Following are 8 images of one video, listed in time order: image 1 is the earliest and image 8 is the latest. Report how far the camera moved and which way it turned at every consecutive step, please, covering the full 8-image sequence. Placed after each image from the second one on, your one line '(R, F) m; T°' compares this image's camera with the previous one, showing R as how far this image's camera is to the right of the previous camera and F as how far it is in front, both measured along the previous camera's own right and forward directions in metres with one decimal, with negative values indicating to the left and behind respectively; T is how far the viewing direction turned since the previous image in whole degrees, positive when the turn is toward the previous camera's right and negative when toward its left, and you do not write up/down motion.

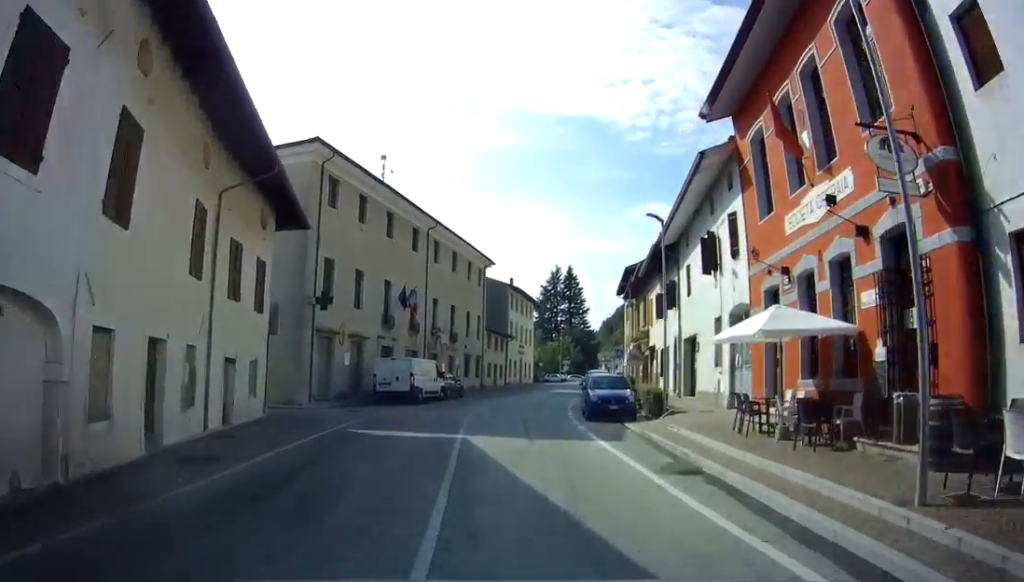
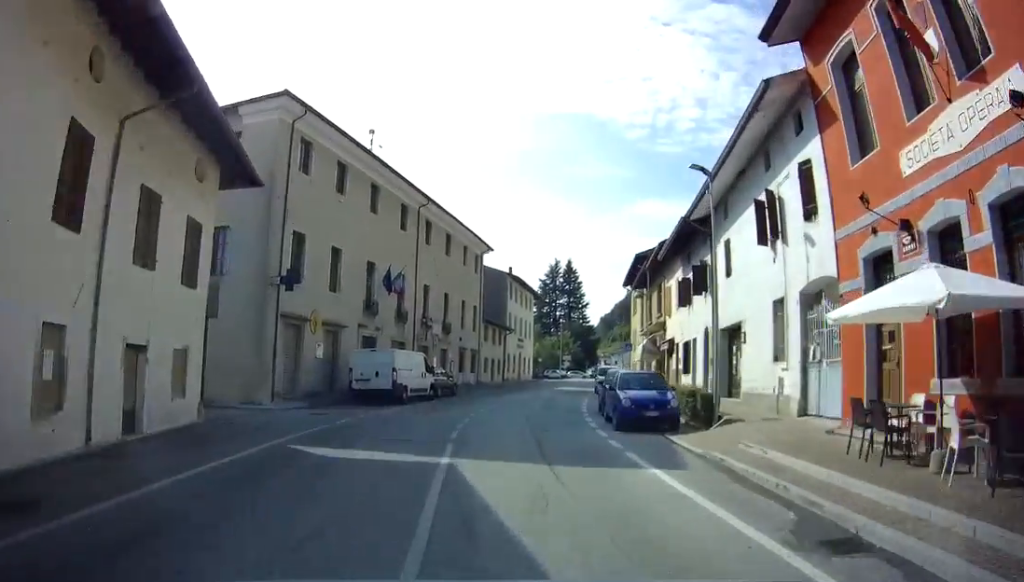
(-0.1, +4.7) m; +1°
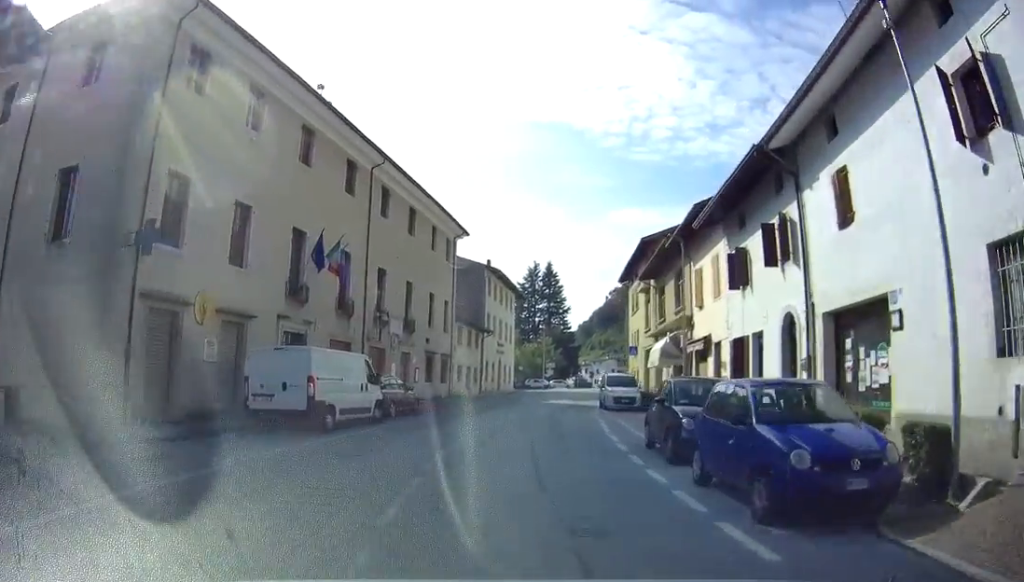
(+0.3, +8.9) m; +3°
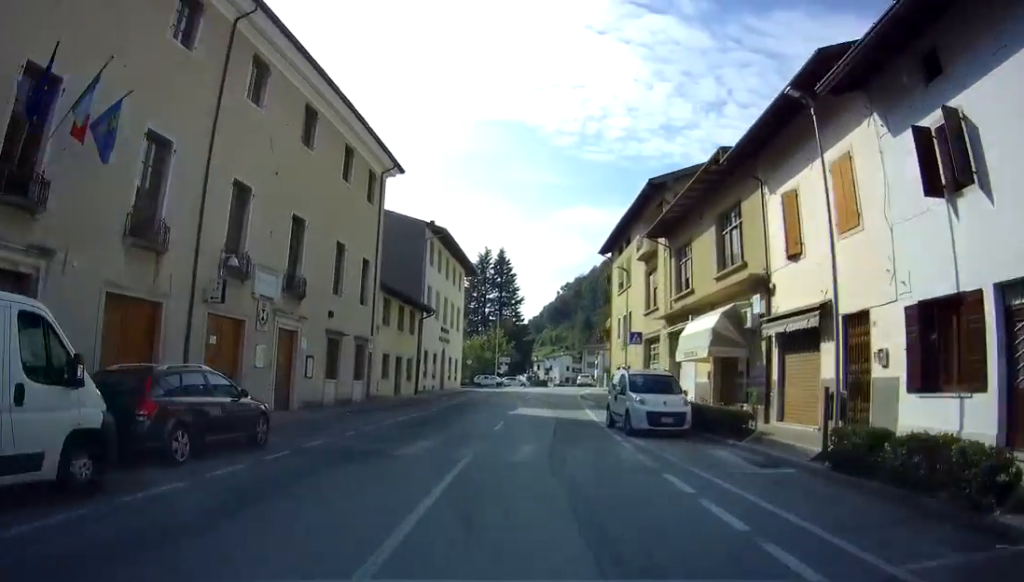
(+0.5, +12.6) m; +5°
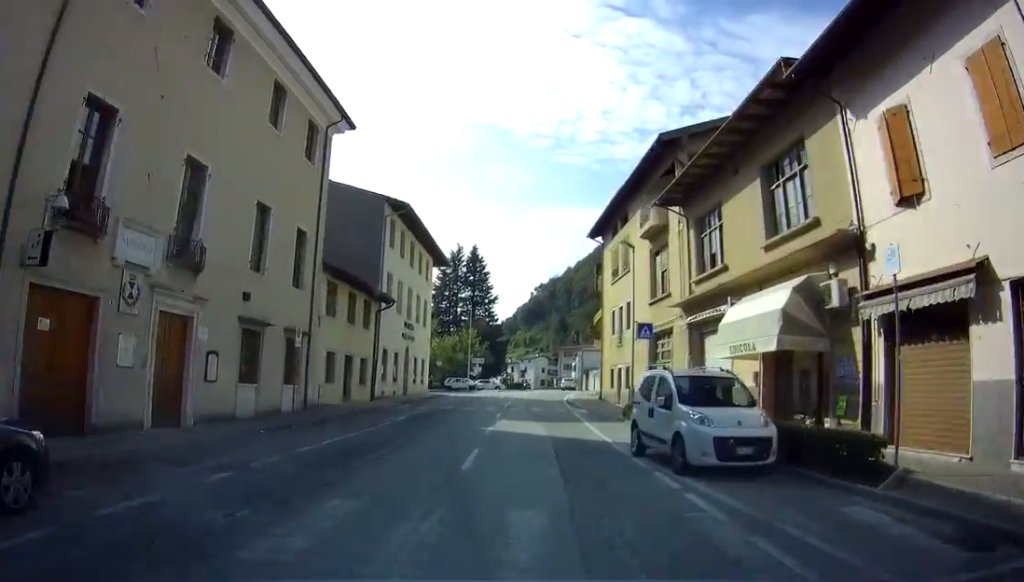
(+0.1, +6.0) m; +2°
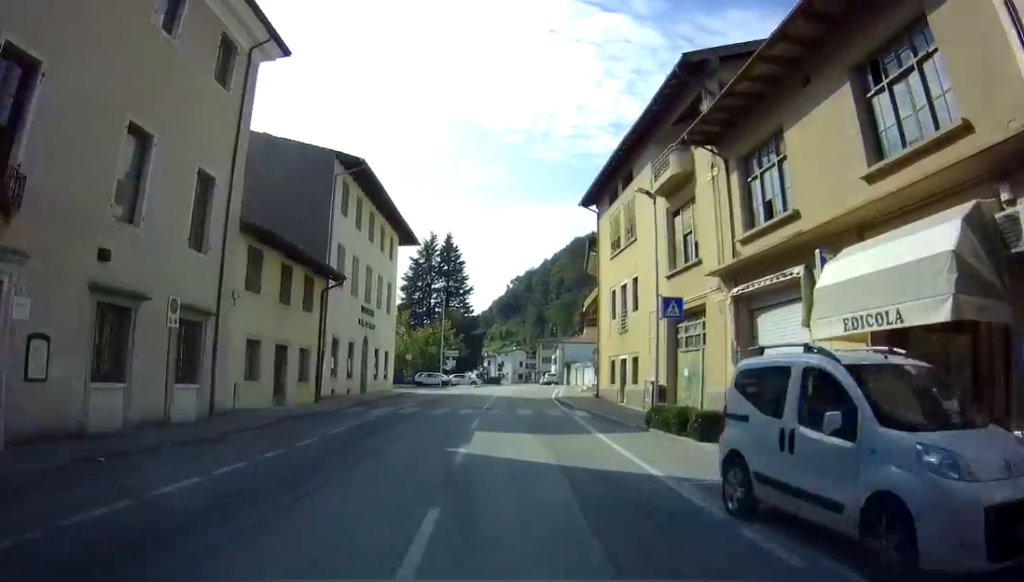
(+0.1, +6.3) m; +3°
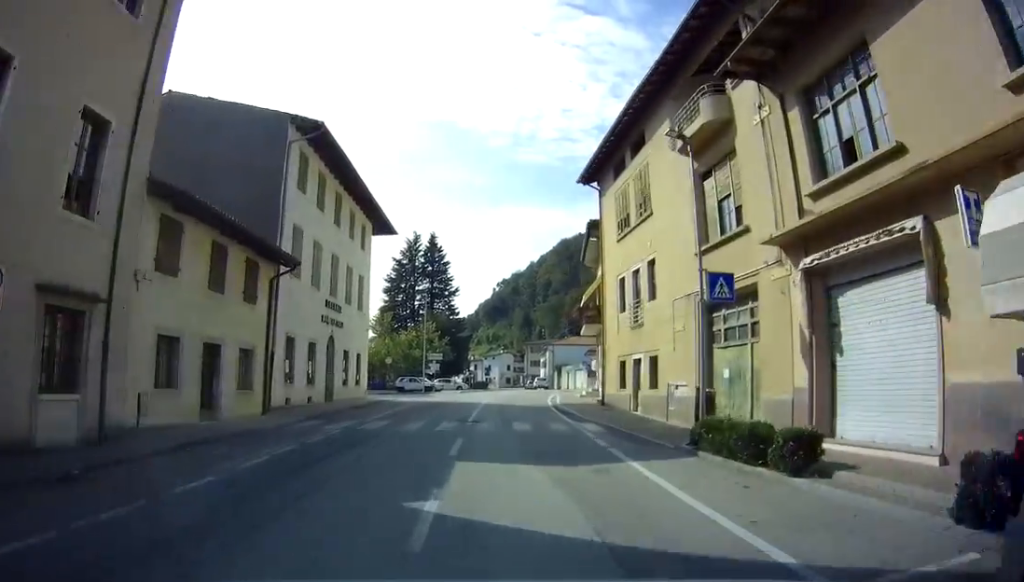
(+0.1, +4.4) m; +1°
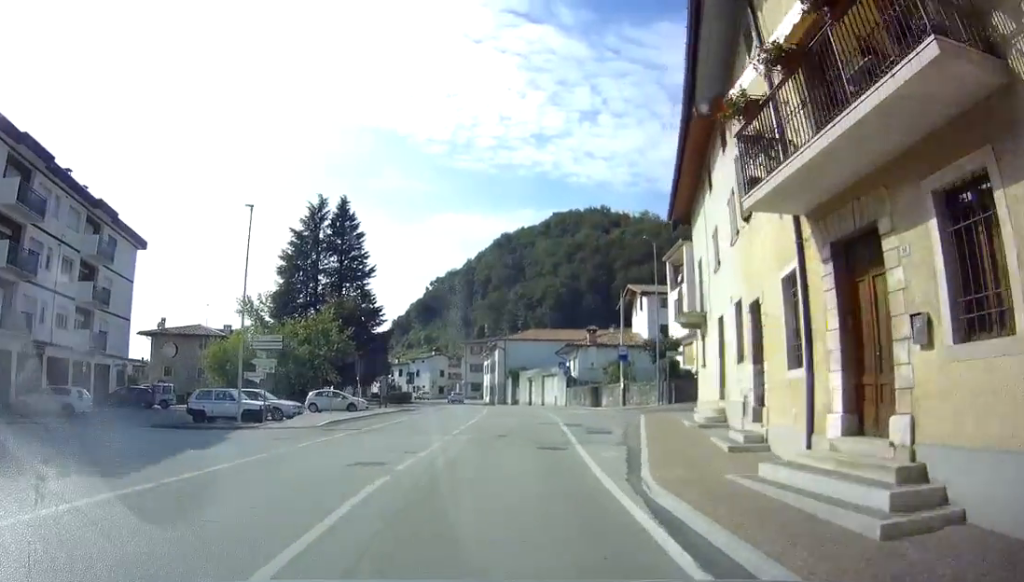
(+1.1, +29.8) m; +7°
